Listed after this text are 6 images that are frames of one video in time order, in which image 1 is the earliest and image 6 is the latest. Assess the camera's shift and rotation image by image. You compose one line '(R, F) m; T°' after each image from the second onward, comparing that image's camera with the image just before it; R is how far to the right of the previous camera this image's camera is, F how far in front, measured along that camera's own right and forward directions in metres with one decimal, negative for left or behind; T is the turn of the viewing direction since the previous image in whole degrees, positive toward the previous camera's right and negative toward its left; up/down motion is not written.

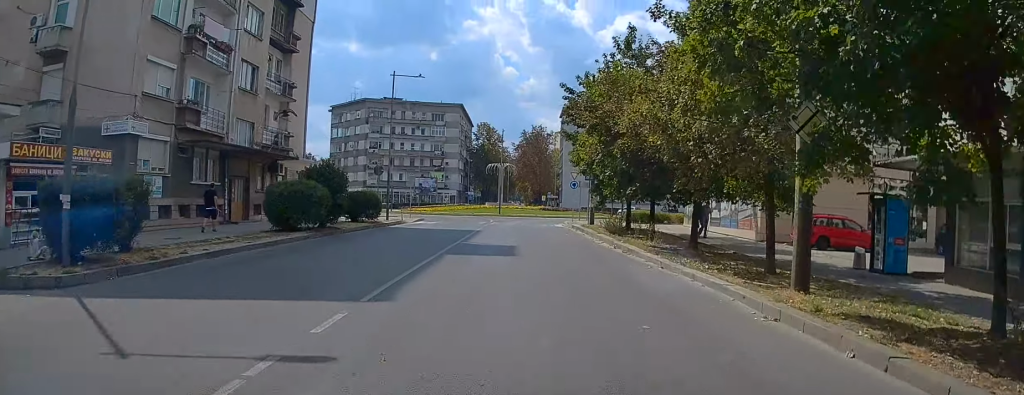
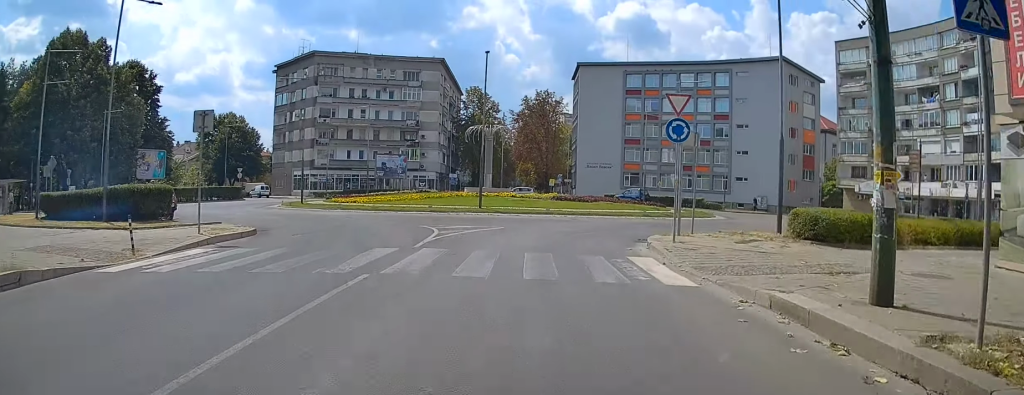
(-1.2, +33.2) m; -5°
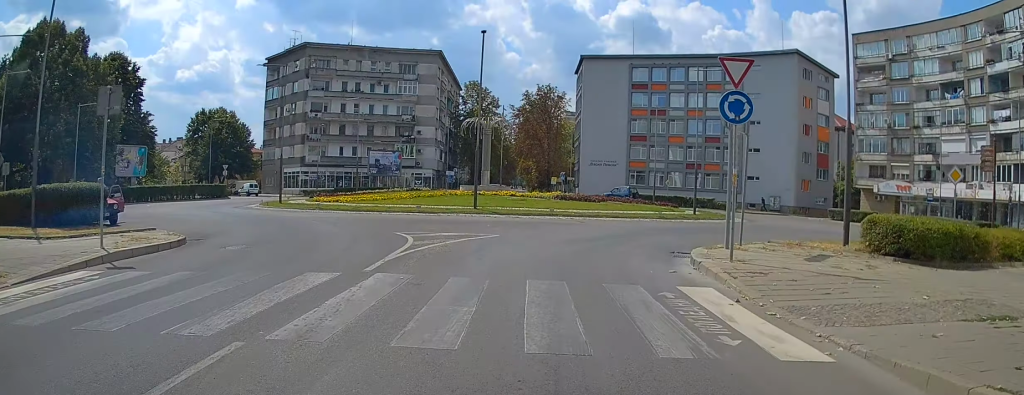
(-0.4, +5.0) m; 0°
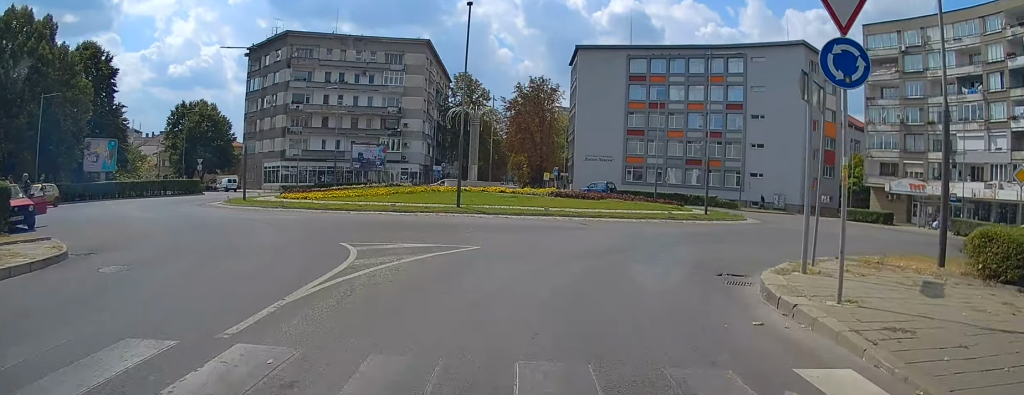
(+0.2, +5.0) m; +3°
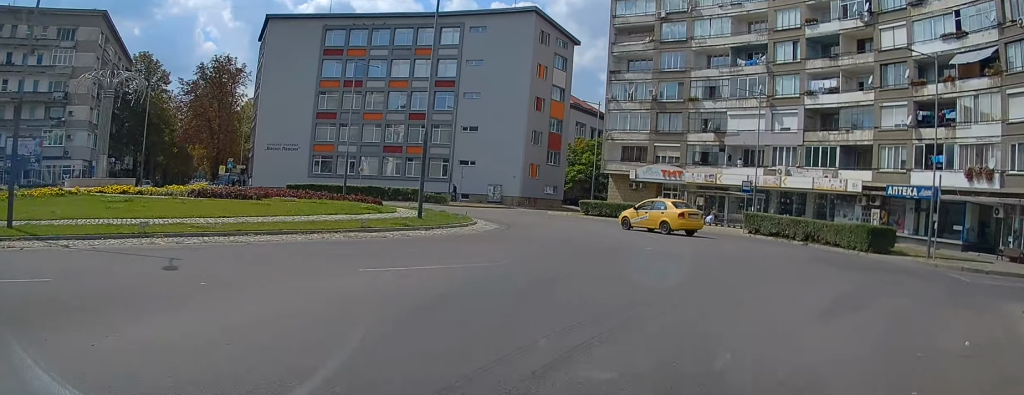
(+1.3, +14.7) m; +13°
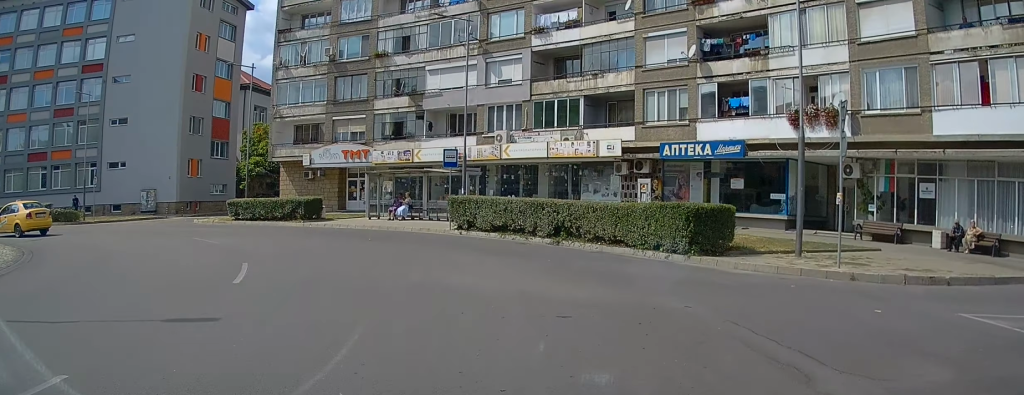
(+3.2, +13.5) m; +31°
